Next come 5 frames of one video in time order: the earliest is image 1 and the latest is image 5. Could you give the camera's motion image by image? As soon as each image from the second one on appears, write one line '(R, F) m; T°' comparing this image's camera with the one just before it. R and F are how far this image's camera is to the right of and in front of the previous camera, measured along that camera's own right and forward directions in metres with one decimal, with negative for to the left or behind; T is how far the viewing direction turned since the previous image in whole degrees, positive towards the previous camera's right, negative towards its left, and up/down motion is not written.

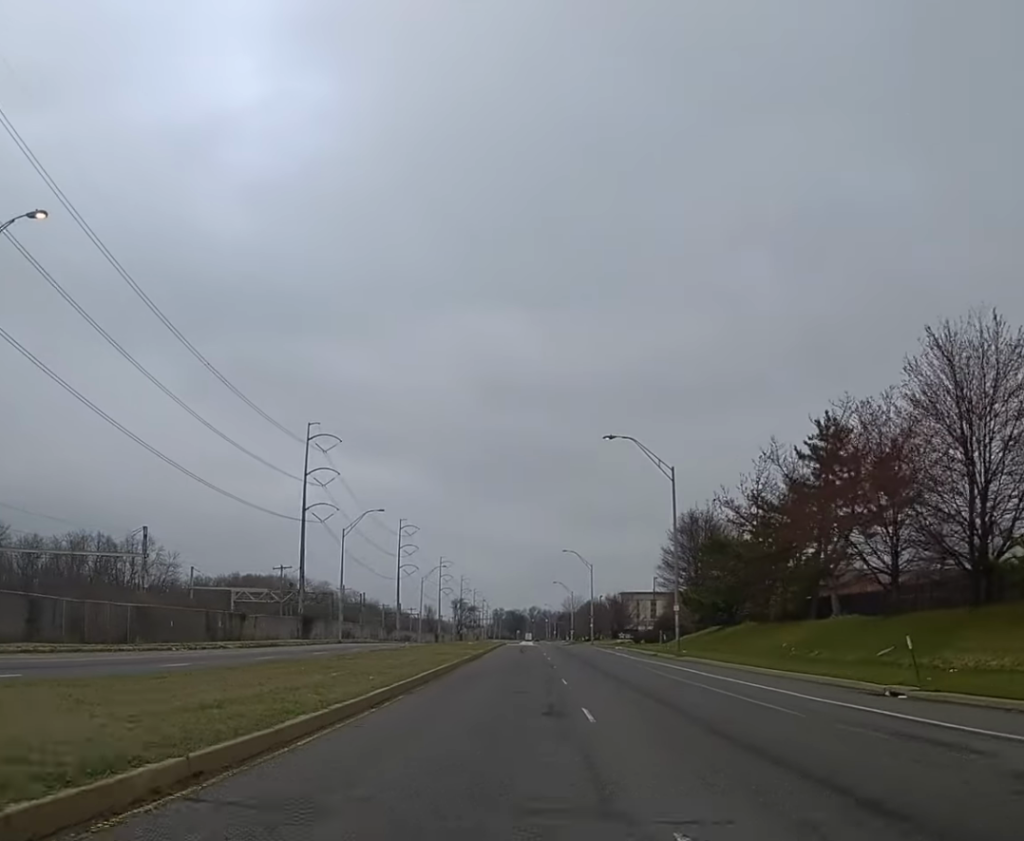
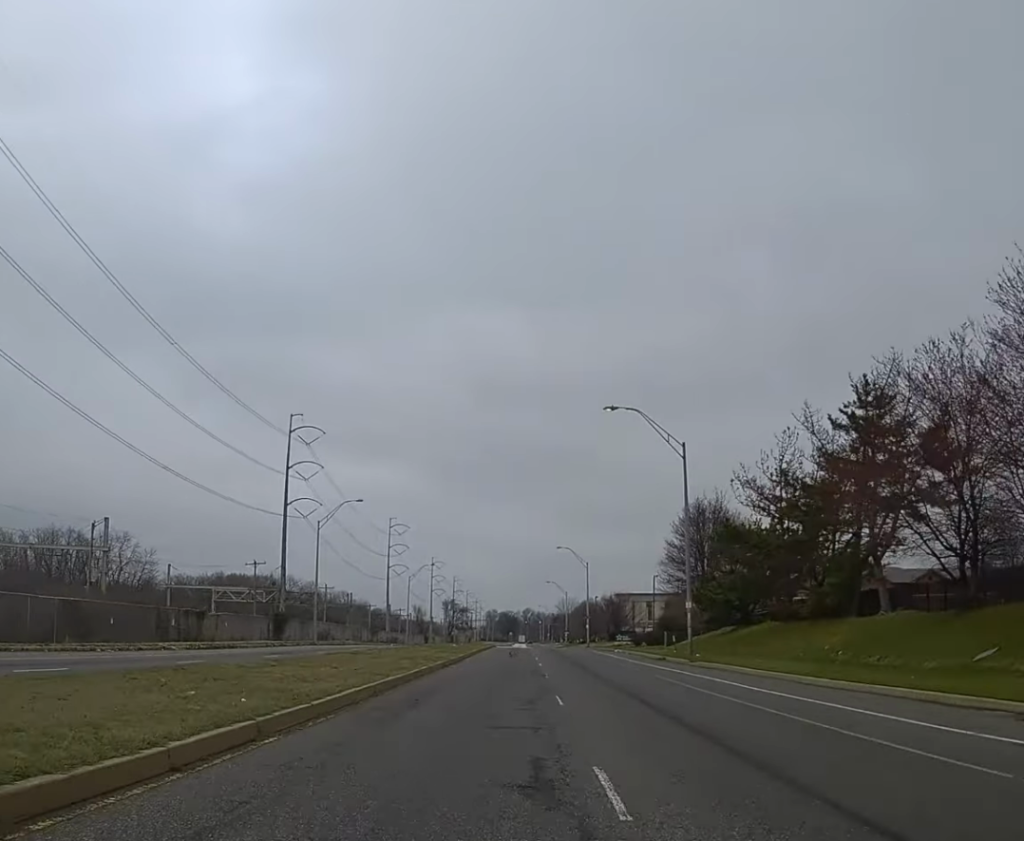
(0.0, +9.3) m; +1°
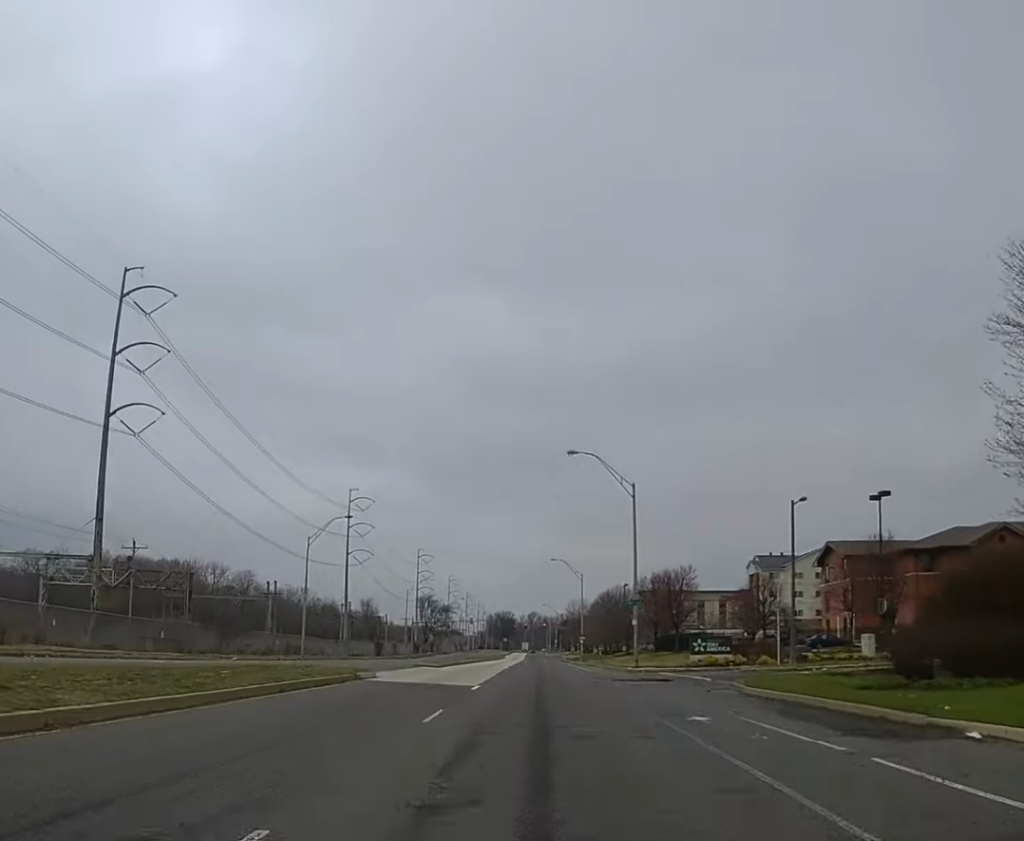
(+1.5, +81.1) m; +1°
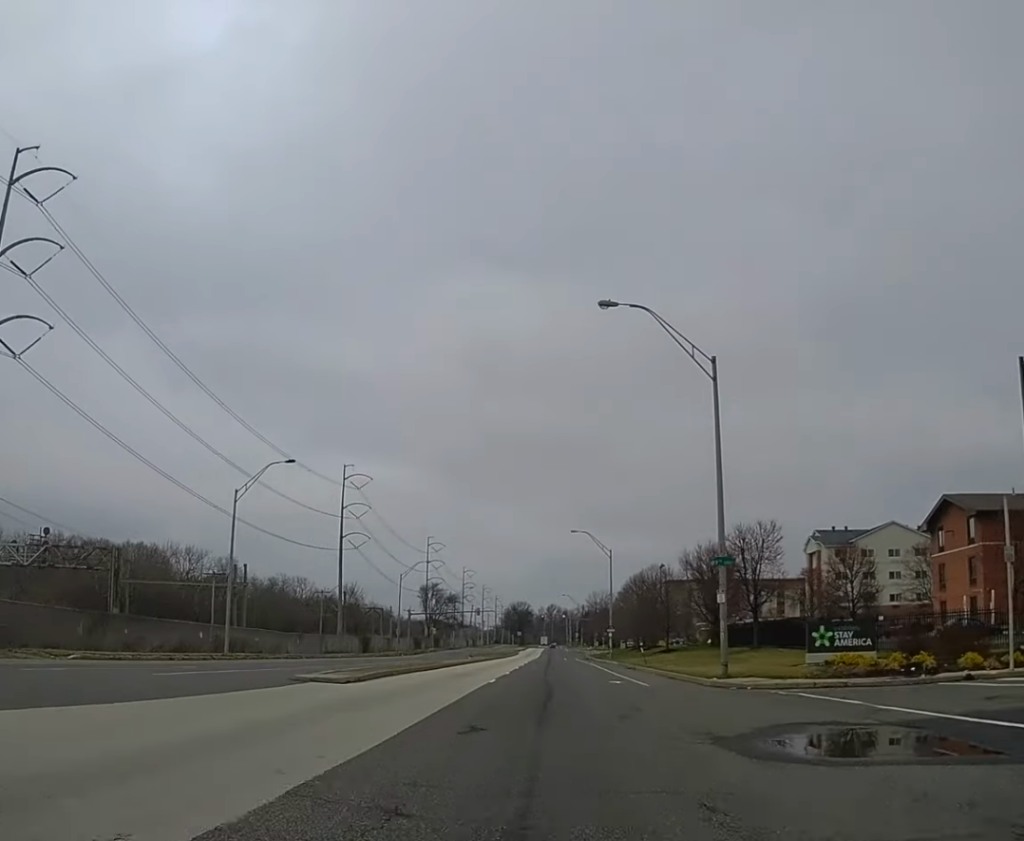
(-0.2, +29.8) m; -1°
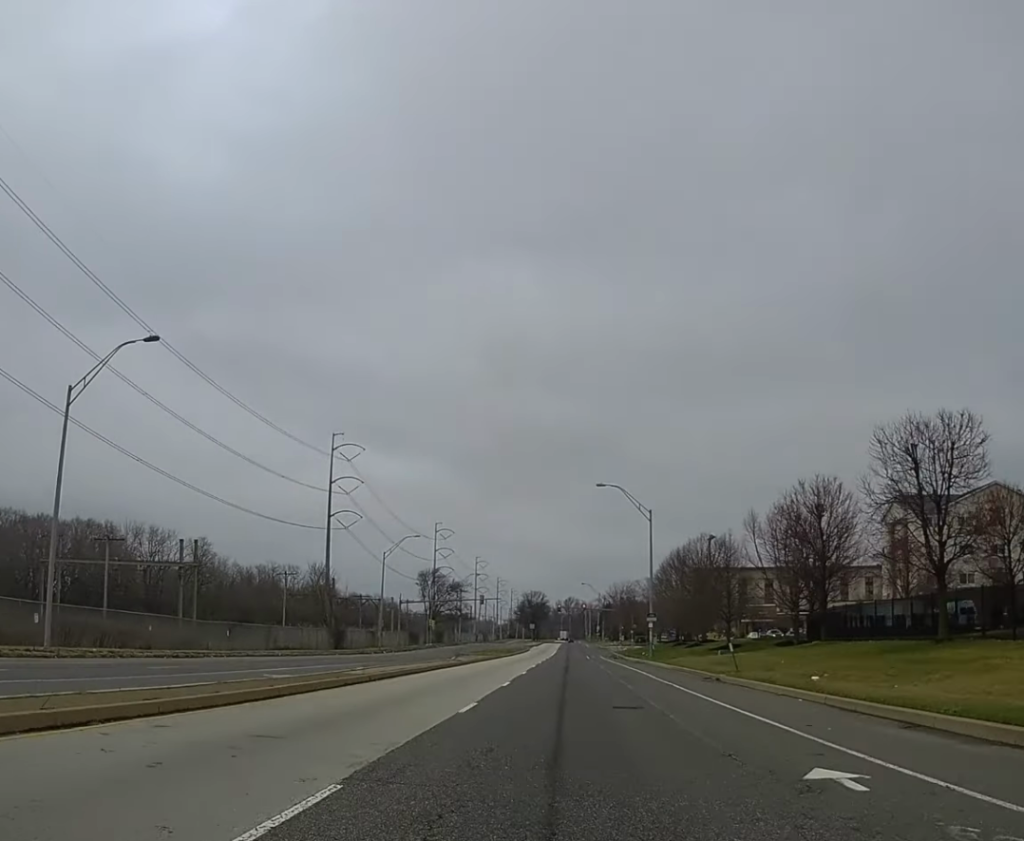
(-0.1, +29.7) m; -1°
